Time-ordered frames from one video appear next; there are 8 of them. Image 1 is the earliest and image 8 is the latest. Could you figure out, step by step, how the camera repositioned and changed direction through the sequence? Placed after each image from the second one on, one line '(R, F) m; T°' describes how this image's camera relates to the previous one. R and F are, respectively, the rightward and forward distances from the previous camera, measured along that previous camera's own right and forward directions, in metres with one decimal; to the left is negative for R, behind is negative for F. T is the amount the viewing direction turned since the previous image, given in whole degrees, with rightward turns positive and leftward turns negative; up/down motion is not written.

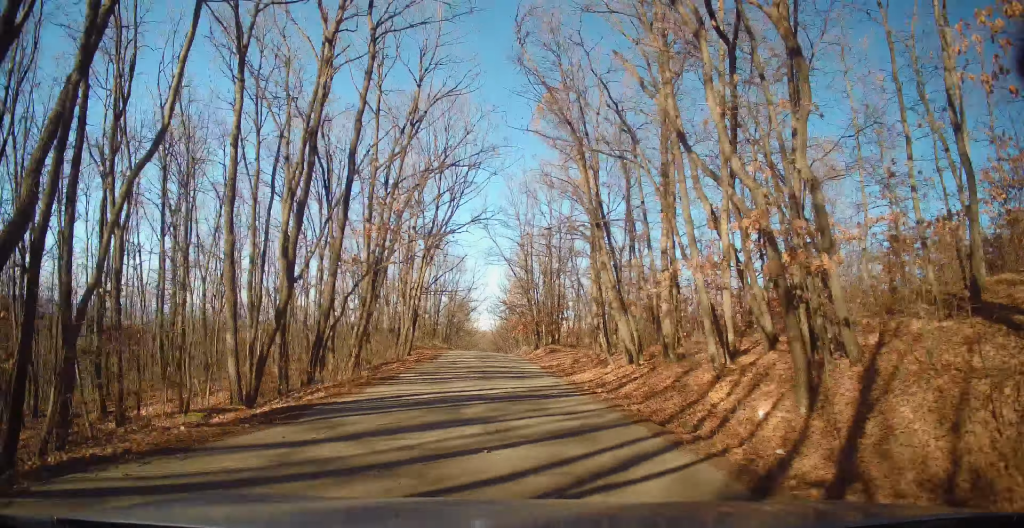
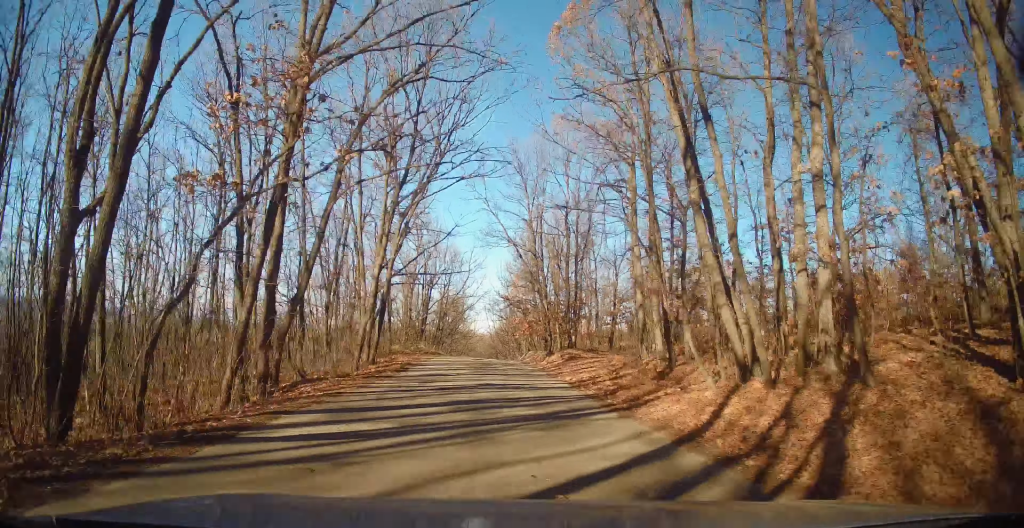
(+0.4, +10.3) m; +1°
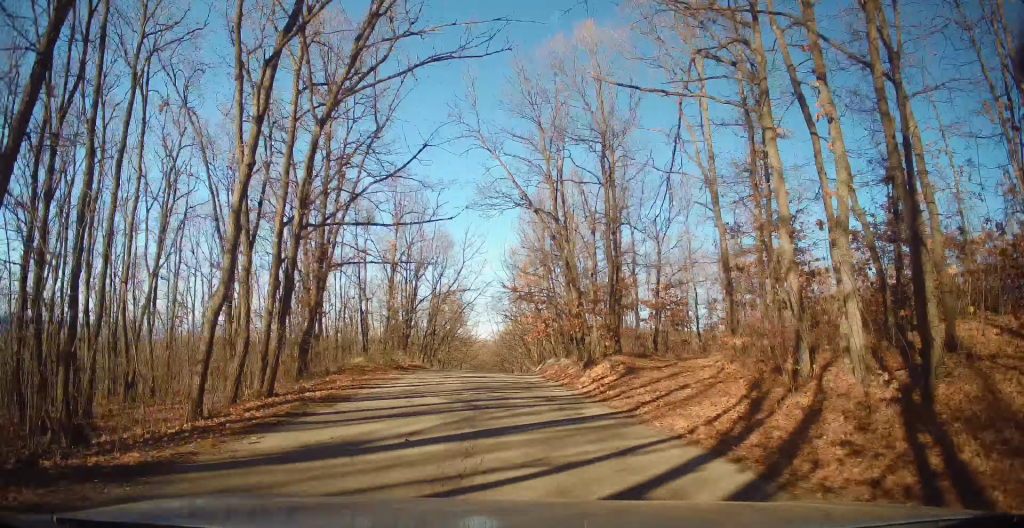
(+0.1, +12.1) m; -1°
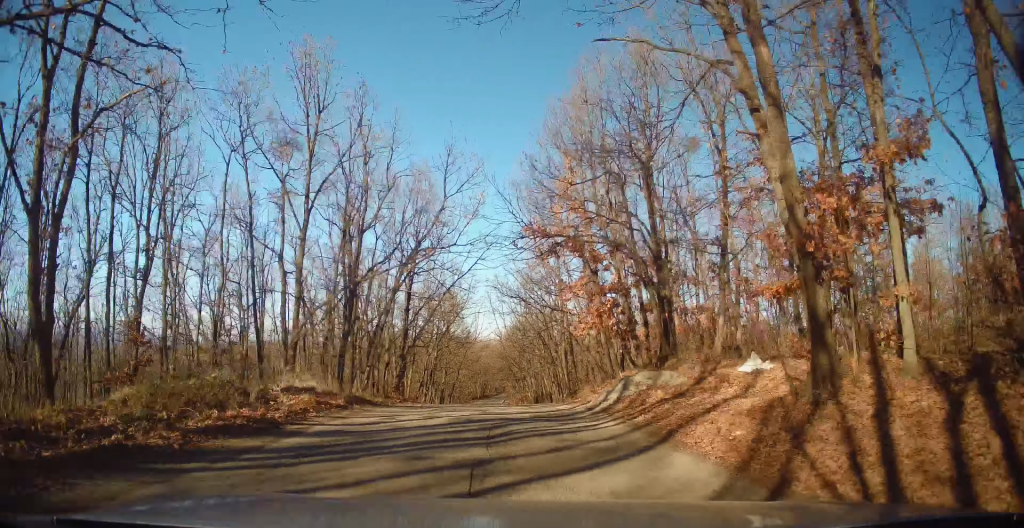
(-0.5, +18.7) m; -2°
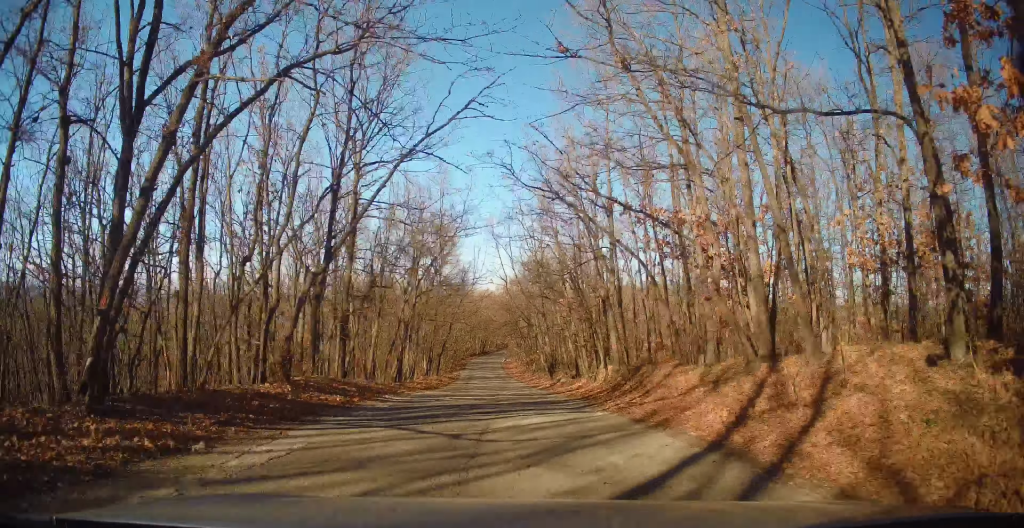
(-0.1, +15.6) m; 0°
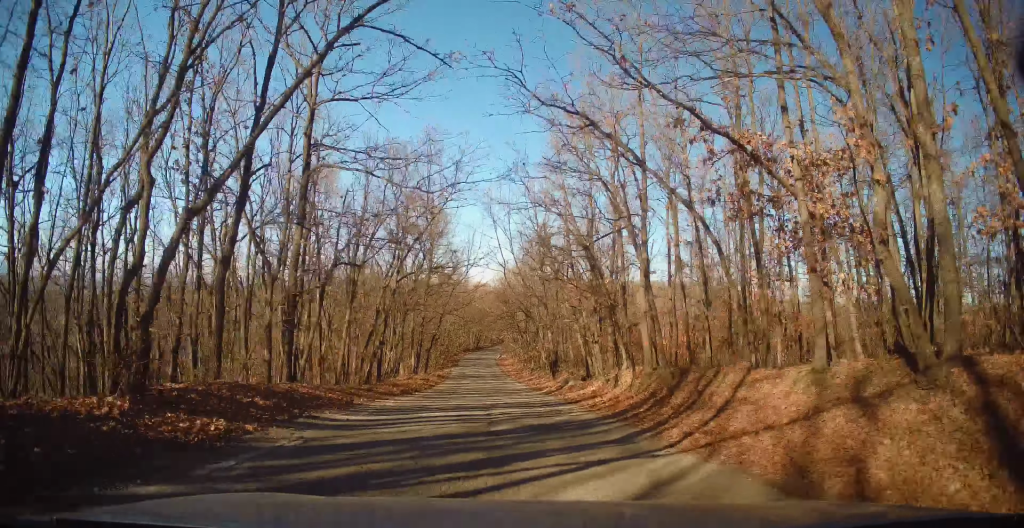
(0.0, +5.6) m; +1°
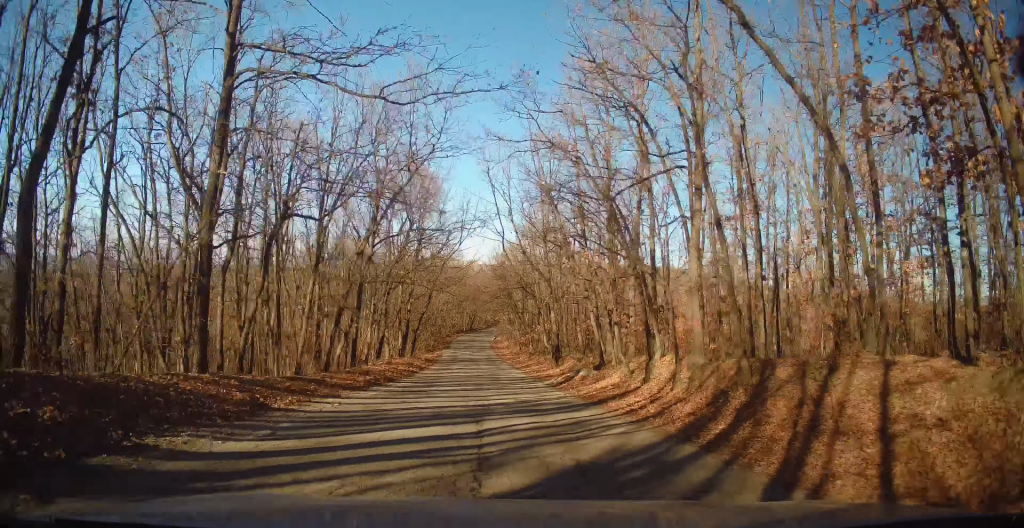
(0.0, +5.2) m; +1°
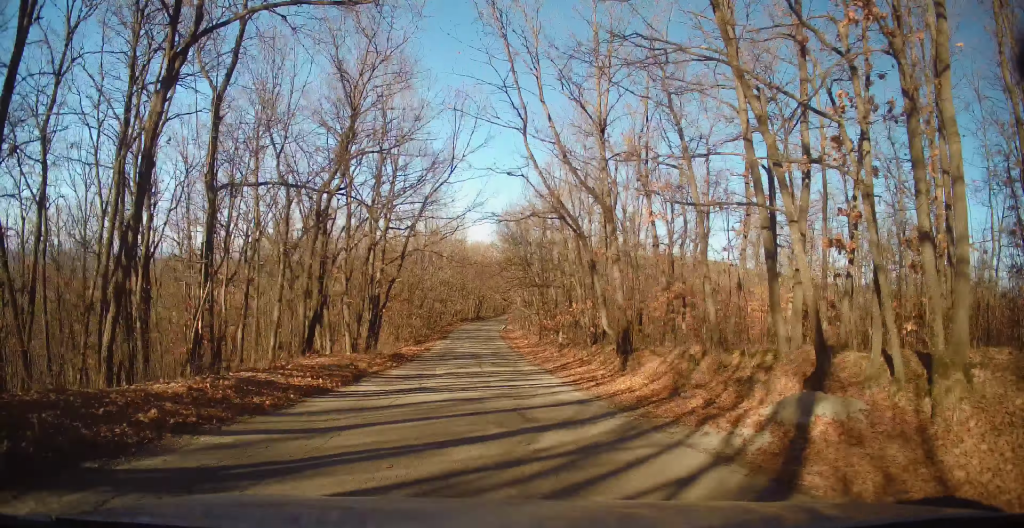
(+0.3, +16.3) m; 0°
